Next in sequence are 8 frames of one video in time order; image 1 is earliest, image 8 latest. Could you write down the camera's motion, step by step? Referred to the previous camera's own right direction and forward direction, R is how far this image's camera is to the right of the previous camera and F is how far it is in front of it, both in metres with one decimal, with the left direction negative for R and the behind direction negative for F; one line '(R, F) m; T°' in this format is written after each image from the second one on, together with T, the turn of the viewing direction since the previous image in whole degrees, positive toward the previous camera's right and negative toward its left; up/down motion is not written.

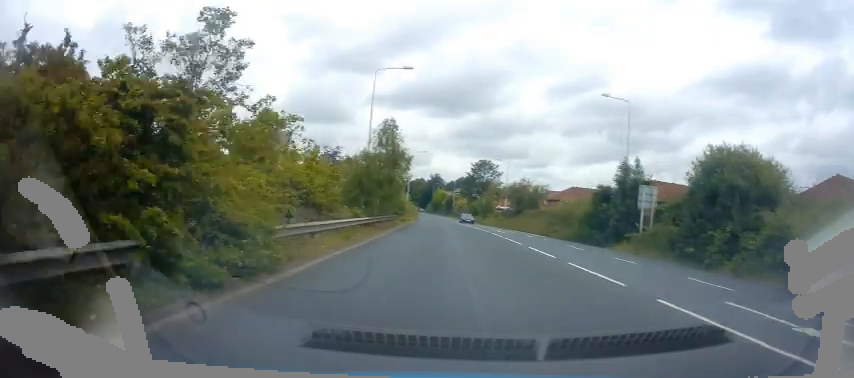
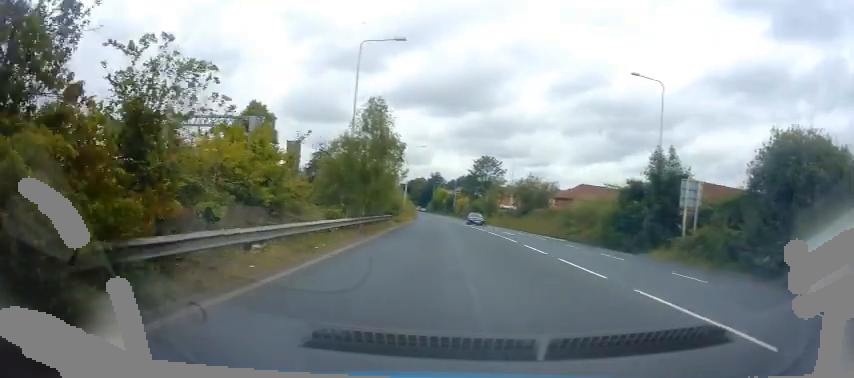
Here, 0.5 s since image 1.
(0.0, +5.3) m; 0°
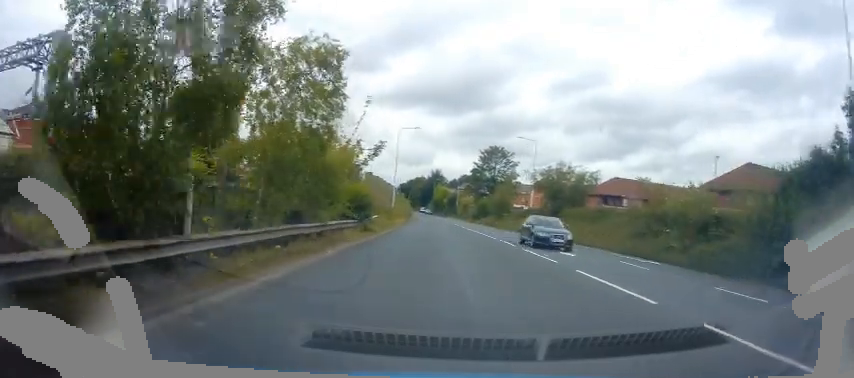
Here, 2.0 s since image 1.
(+0.1, +15.6) m; -1°
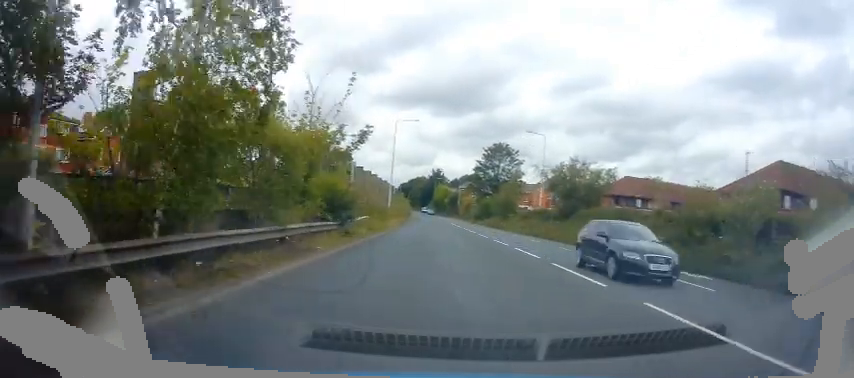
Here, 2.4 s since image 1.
(-0.1, +4.5) m; 0°
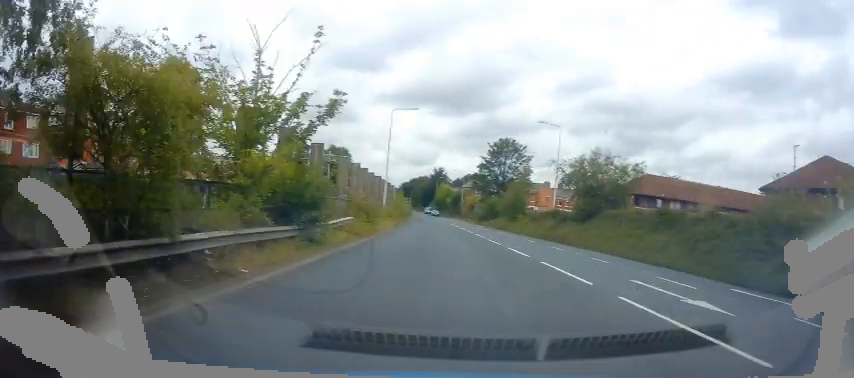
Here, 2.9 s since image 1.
(-0.1, +5.5) m; 0°
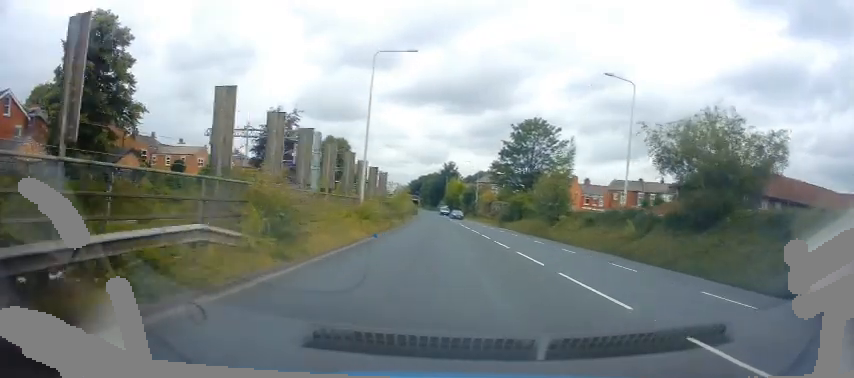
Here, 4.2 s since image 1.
(+0.1, +15.4) m; -1°
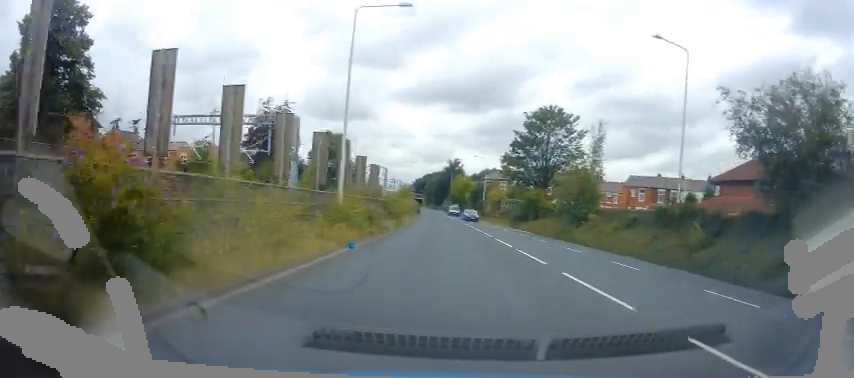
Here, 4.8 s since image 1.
(-0.2, +6.6) m; -1°
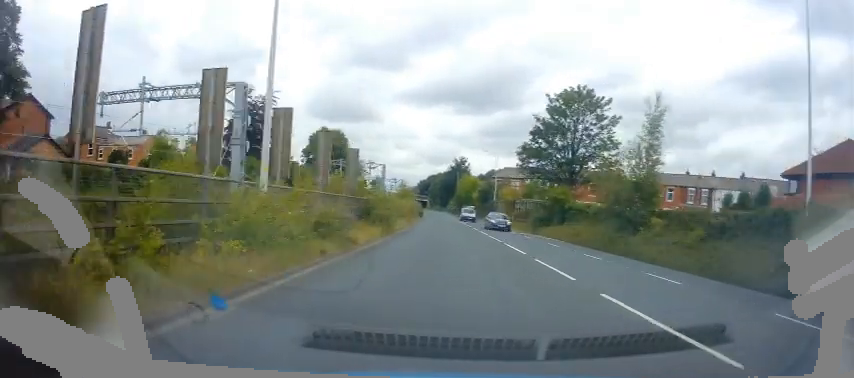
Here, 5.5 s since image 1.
(-0.1, +8.8) m; -1°
